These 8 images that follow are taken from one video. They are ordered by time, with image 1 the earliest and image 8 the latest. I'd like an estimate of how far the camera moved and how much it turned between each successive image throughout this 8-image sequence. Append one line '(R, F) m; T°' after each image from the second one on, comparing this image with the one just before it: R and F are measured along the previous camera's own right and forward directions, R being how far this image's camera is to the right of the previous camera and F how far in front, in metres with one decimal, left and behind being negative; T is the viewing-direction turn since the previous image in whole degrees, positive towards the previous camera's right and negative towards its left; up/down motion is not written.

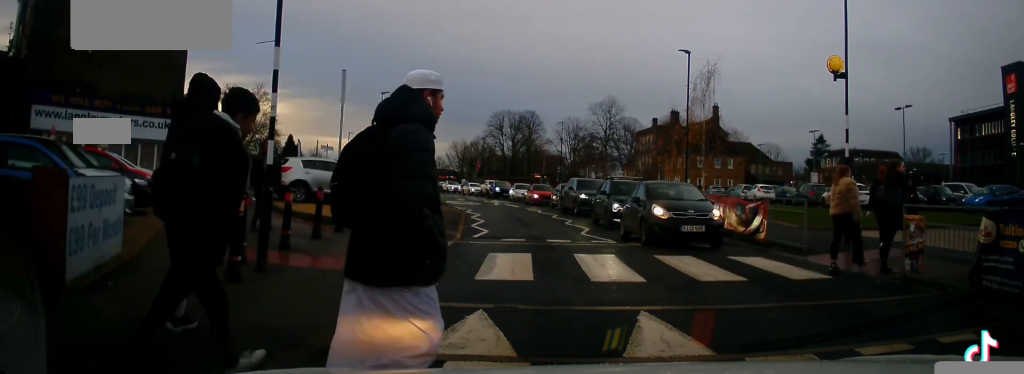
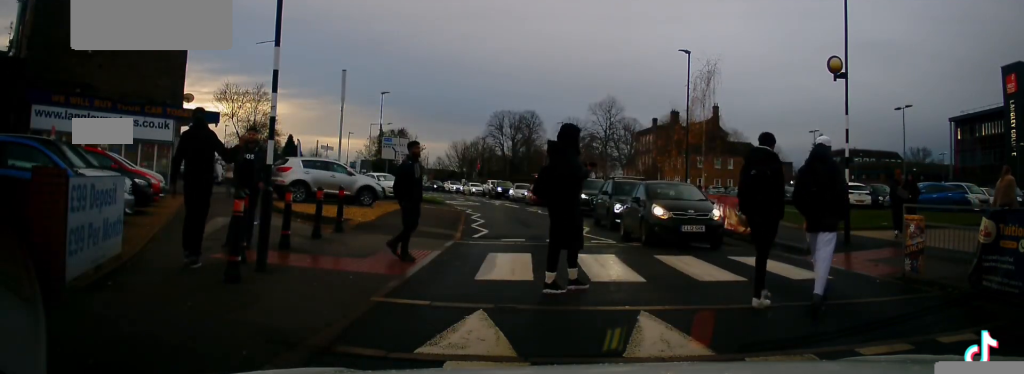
(0.0, 0.0) m; 0°
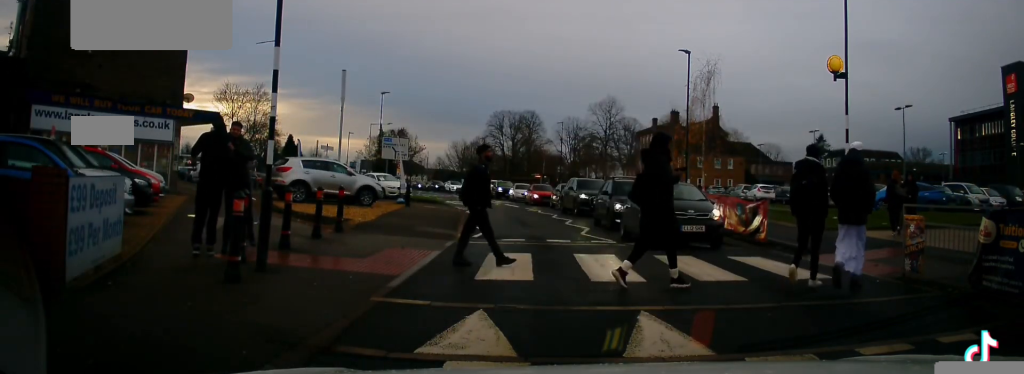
(0.0, 0.0) m; 0°
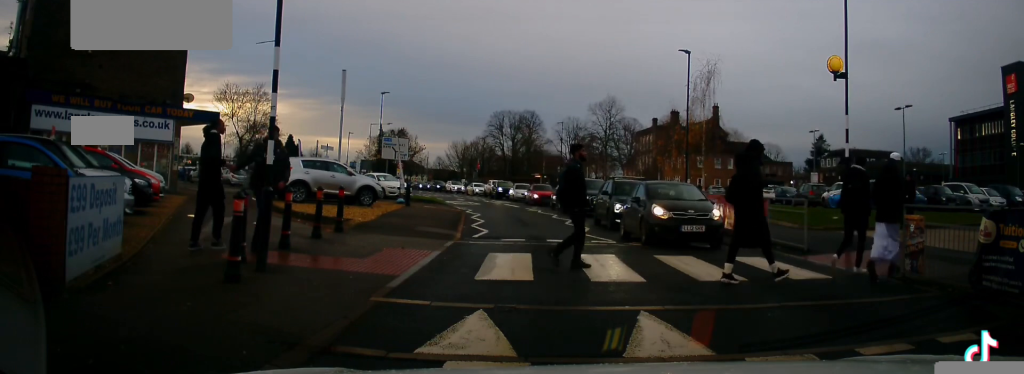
(0.0, 0.0) m; 0°
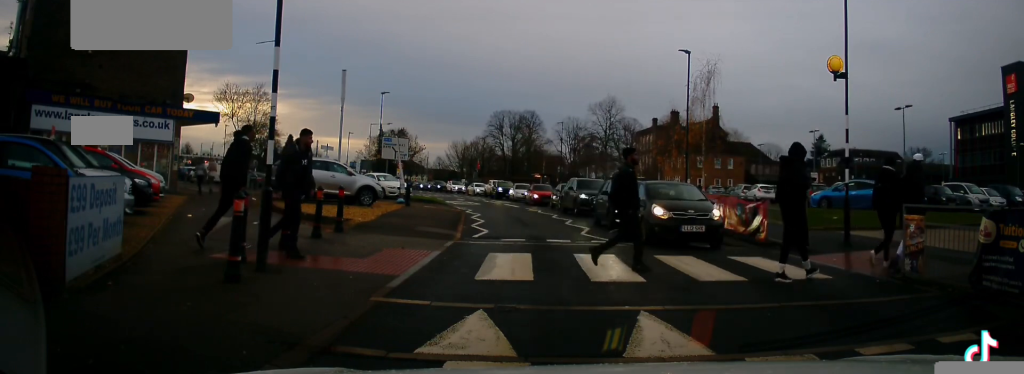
(0.0, 0.0) m; 0°
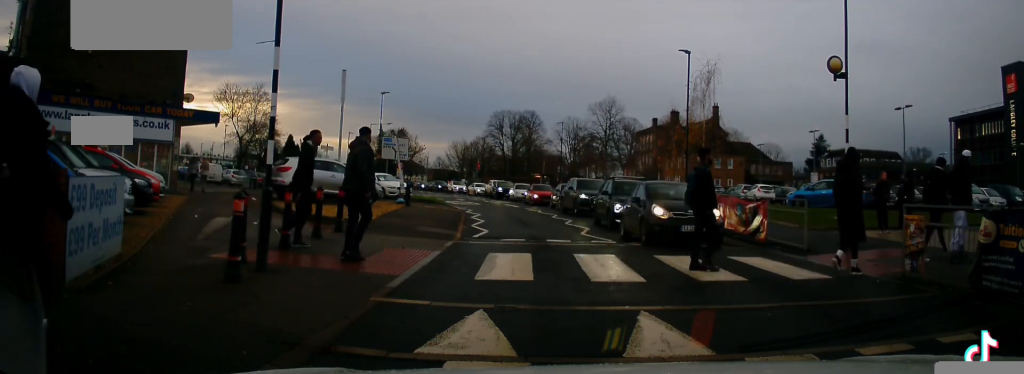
(0.0, 0.0) m; 0°
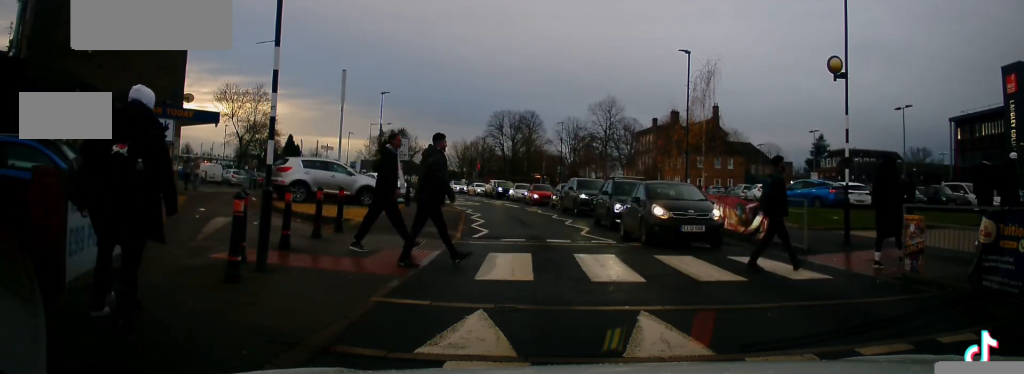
(0.0, 0.0) m; 0°
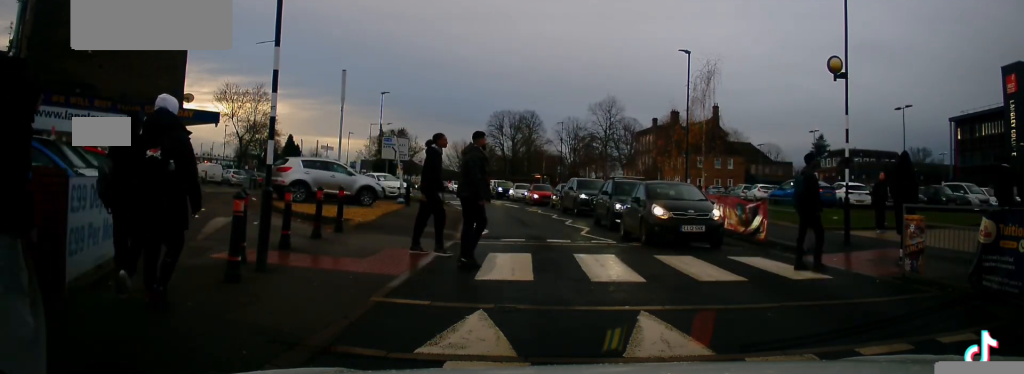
(0.0, 0.0) m; 0°
